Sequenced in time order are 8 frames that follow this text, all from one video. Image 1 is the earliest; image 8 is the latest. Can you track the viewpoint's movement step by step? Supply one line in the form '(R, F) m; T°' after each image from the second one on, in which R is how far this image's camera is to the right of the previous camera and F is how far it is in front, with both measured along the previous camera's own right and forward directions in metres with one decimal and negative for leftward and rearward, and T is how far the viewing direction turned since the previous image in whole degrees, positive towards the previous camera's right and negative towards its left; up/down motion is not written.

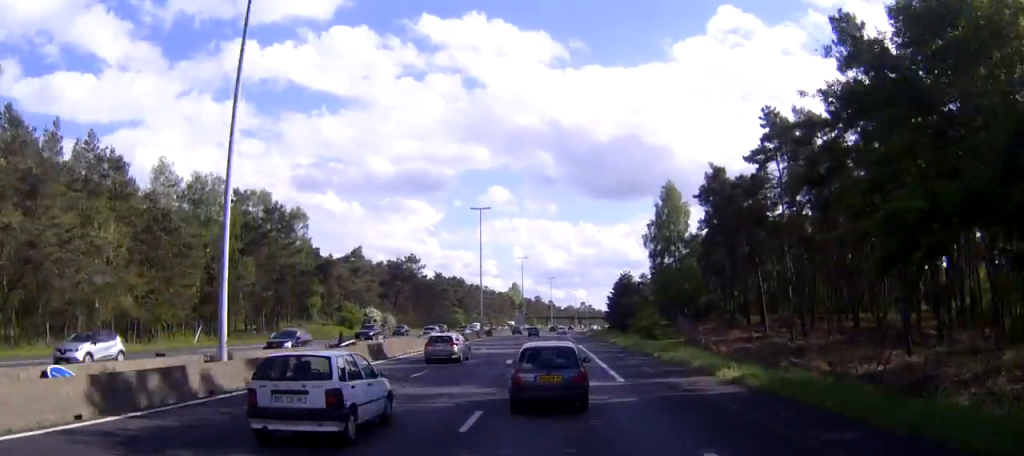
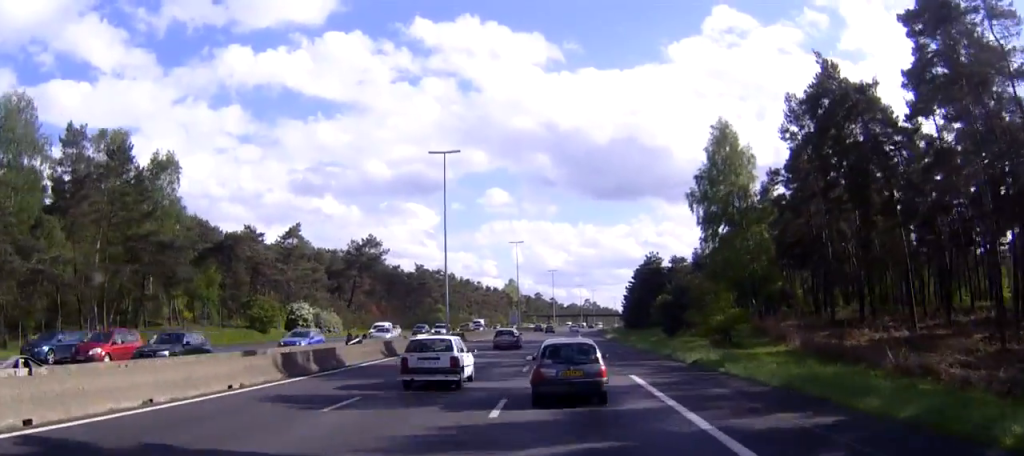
(-0.5, +37.5) m; -1°
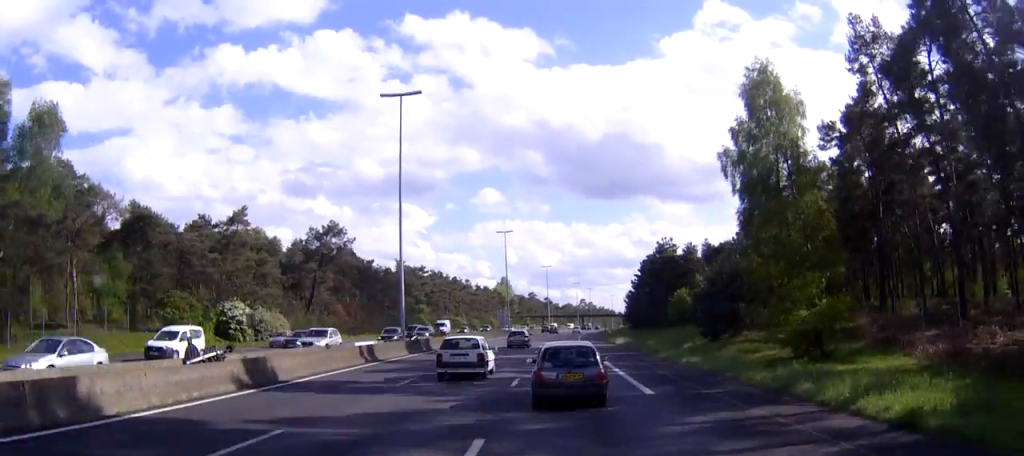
(0.0, +18.5) m; 0°
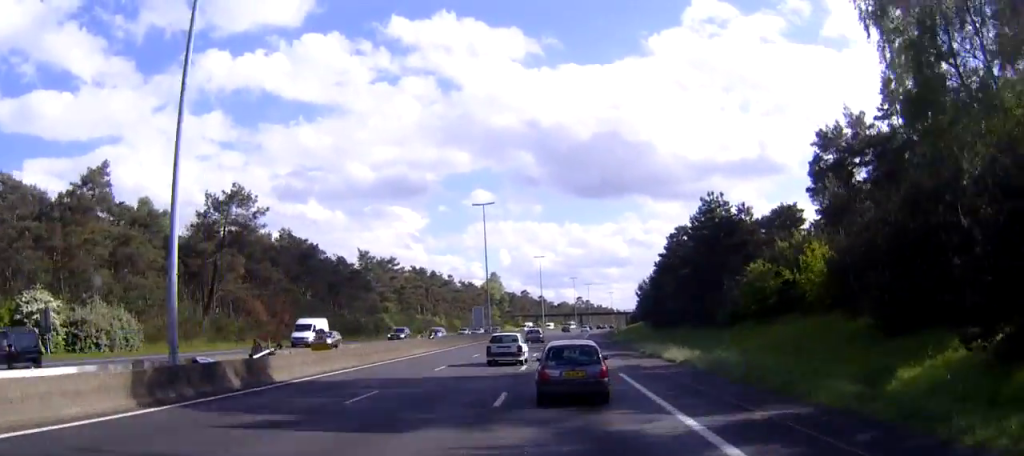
(+0.4, +31.7) m; +1°
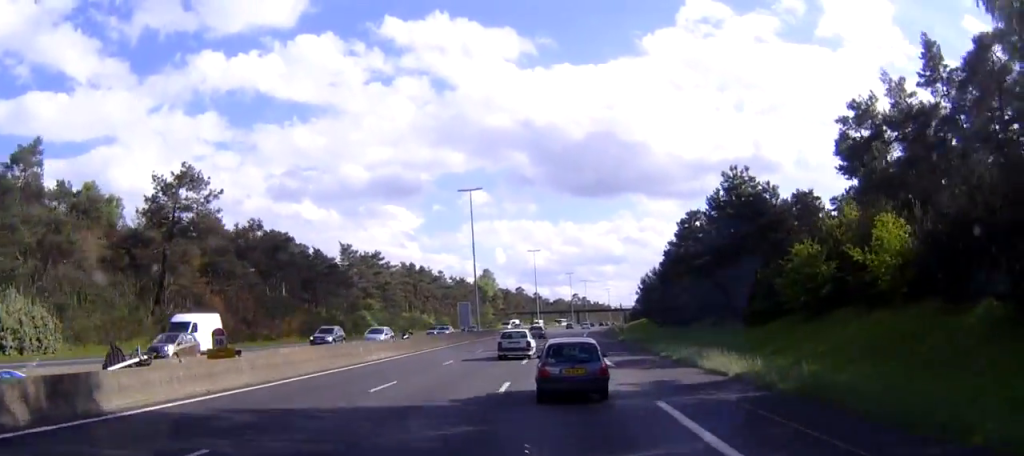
(0.0, +10.2) m; 0°
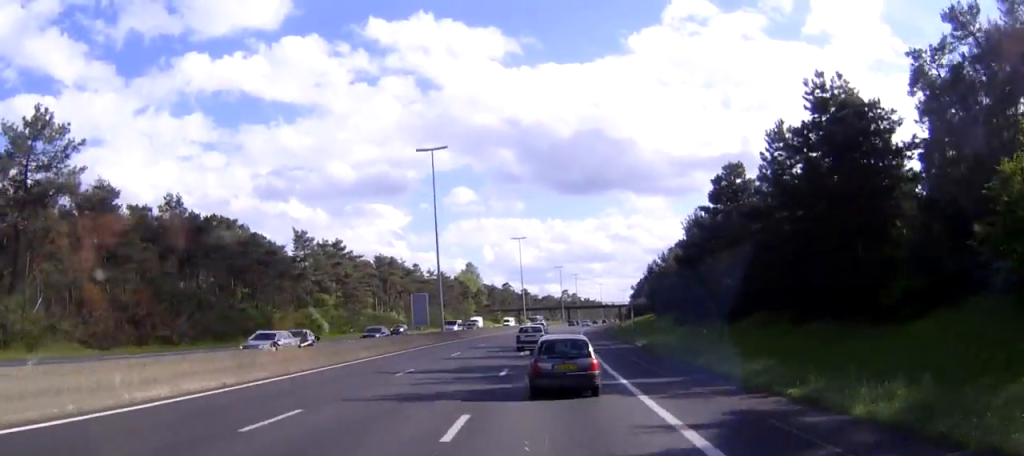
(0.0, +21.1) m; +1°
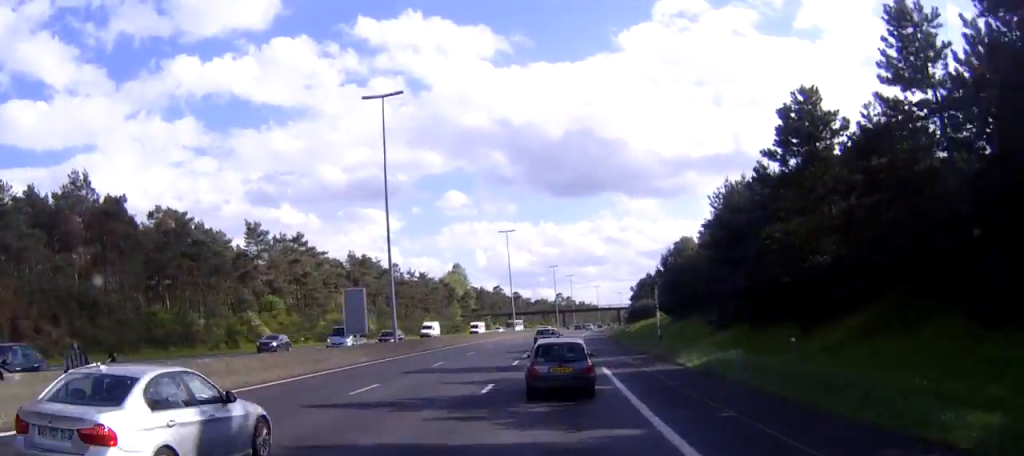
(+0.1, +18.0) m; +1°
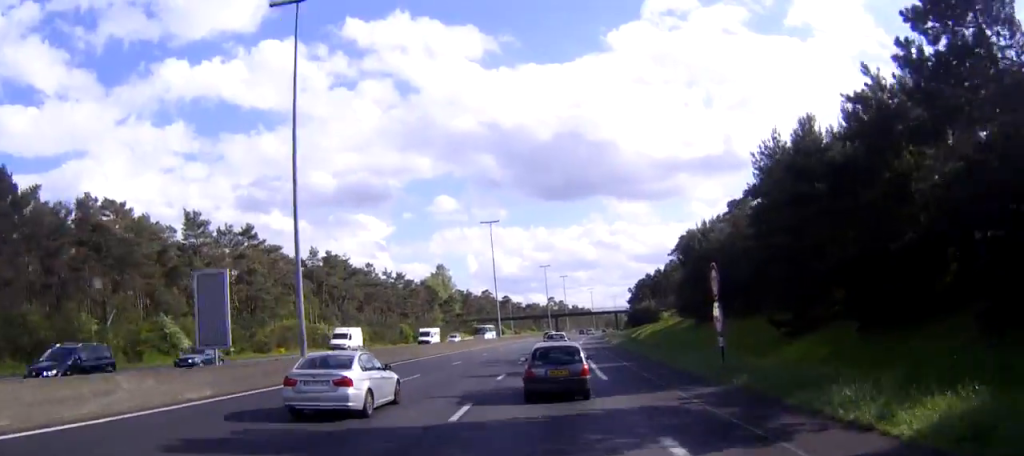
(+0.2, +17.3) m; +1°
